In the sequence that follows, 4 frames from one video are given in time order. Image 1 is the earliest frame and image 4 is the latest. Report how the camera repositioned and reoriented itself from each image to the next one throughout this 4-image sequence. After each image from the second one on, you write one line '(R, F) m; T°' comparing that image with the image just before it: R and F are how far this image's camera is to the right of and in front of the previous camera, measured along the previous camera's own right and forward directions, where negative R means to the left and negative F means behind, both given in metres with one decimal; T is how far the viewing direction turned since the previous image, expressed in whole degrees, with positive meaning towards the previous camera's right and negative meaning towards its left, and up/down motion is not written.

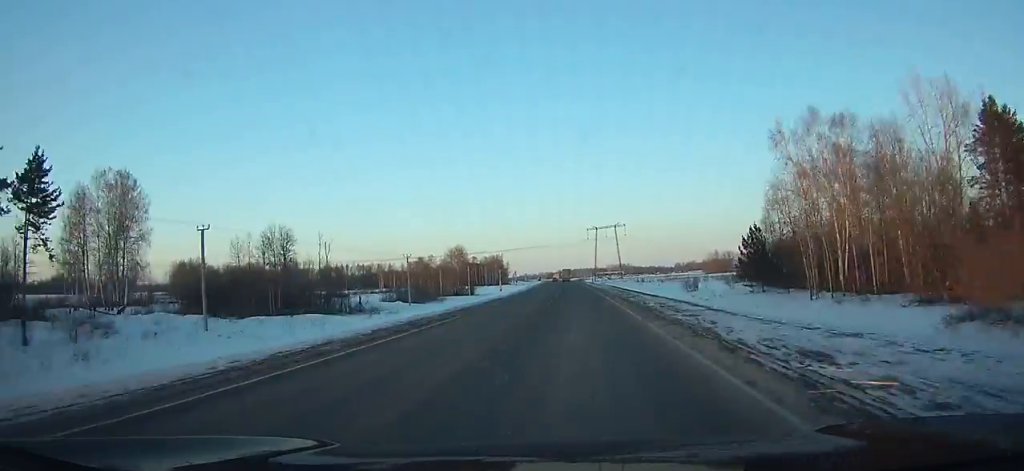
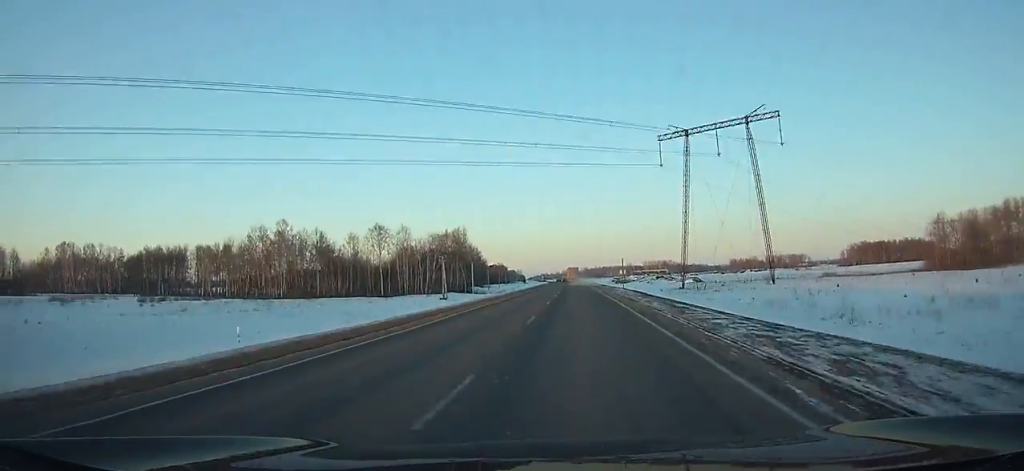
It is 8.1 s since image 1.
(-4.3, +208.8) m; -2°
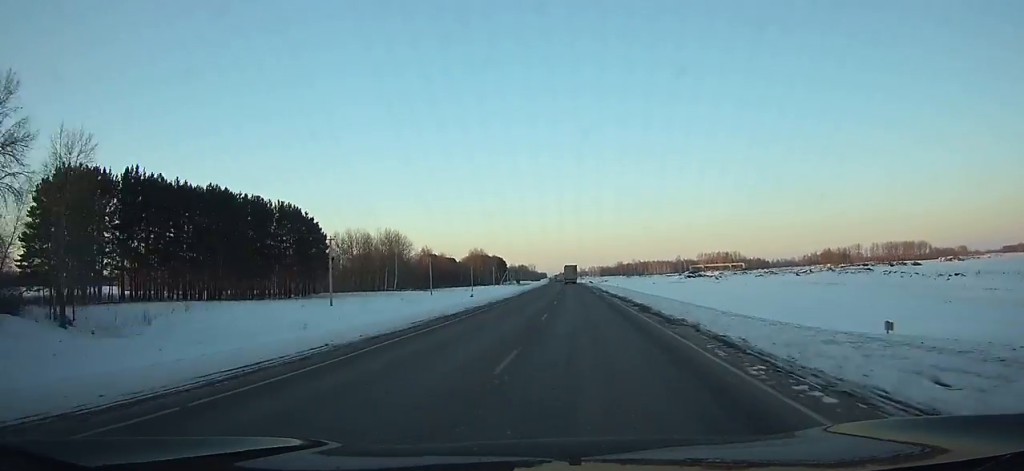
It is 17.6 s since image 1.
(-6.6, +239.1) m; -3°
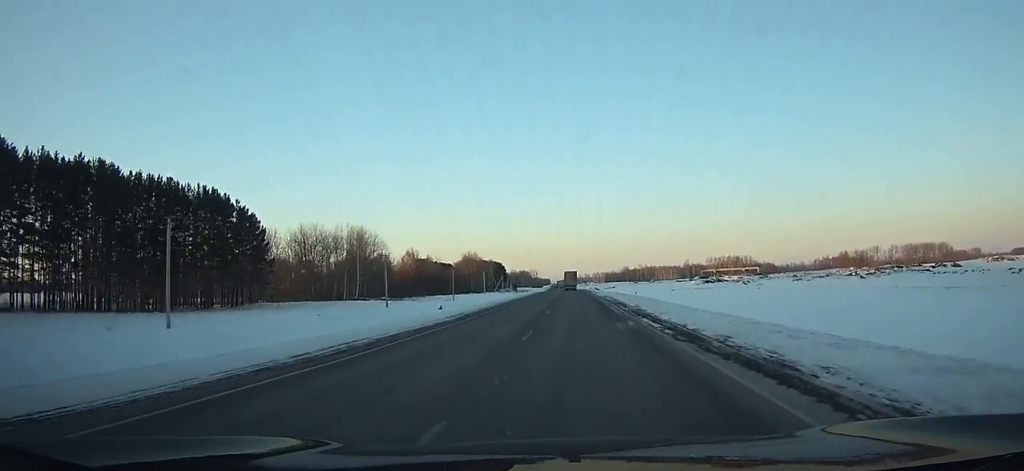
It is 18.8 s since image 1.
(-0.1, +29.9) m; 0°
